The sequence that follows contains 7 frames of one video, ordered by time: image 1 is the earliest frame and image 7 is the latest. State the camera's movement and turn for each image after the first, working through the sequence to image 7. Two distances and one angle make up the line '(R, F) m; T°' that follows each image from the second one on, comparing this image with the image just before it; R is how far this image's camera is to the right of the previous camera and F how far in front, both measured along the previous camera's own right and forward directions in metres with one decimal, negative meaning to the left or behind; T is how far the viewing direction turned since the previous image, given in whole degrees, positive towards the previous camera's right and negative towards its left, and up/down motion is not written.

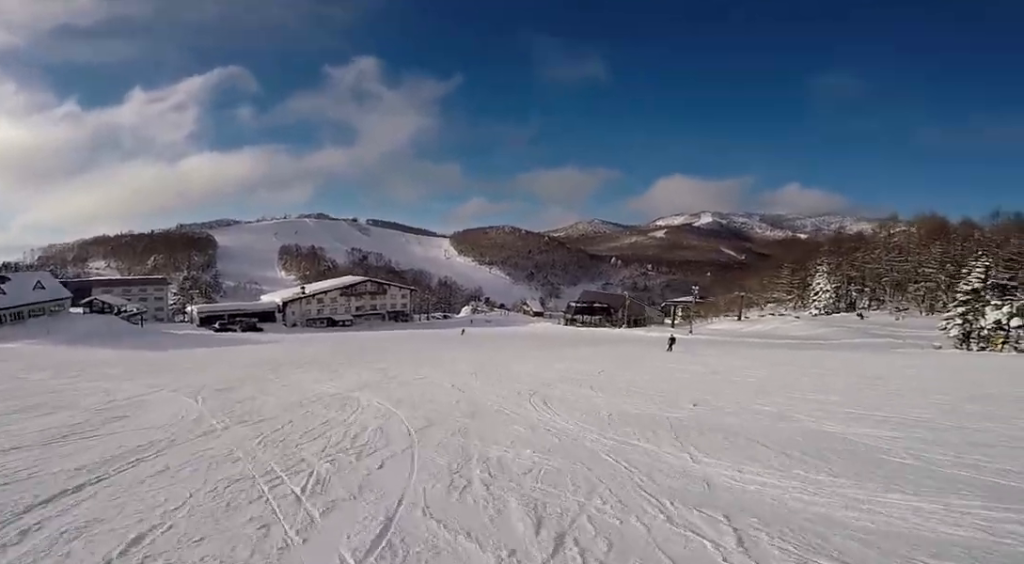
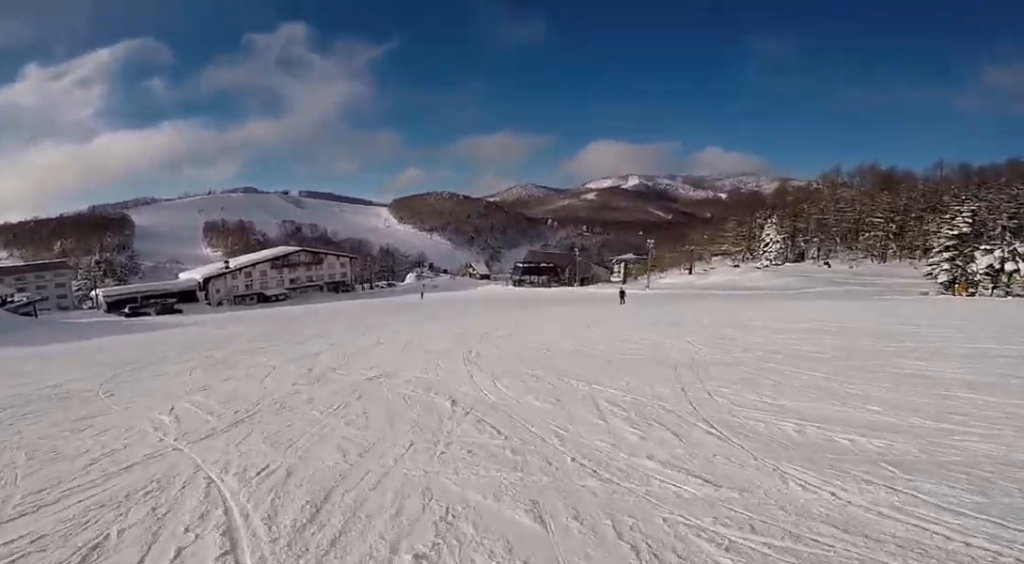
(+0.7, +8.6) m; -2°
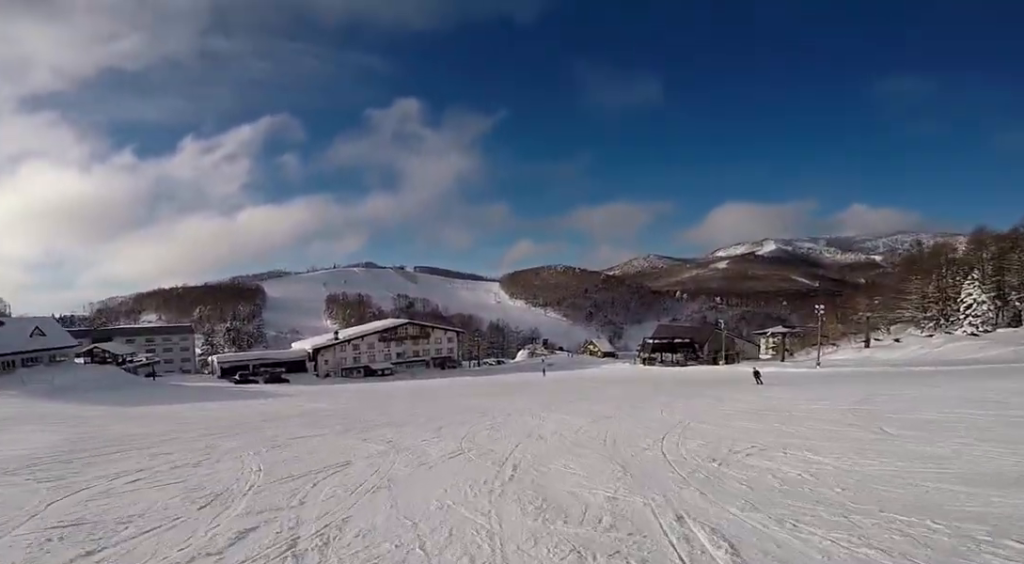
(-0.2, +7.9) m; -1°
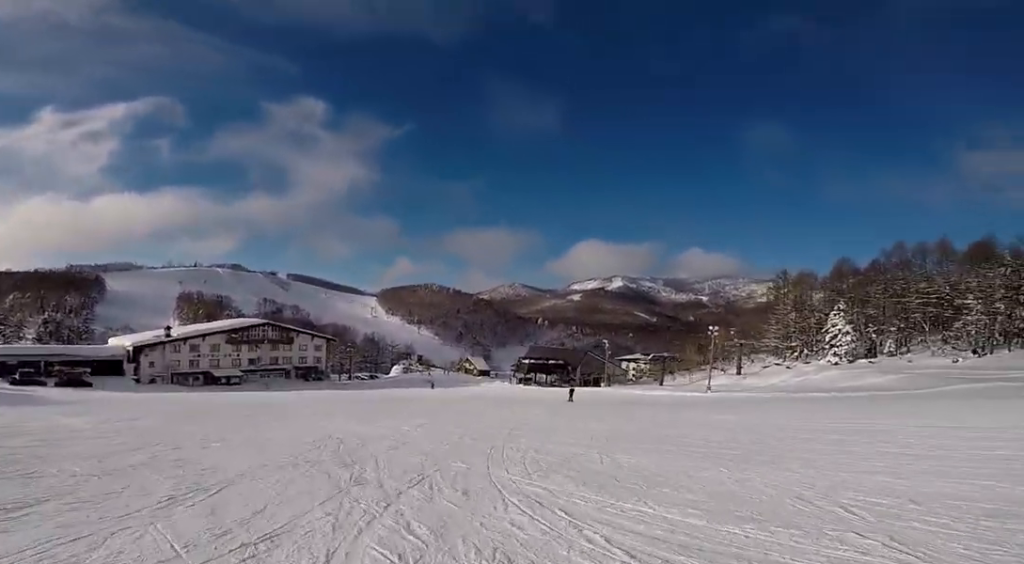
(+0.1, +14.6) m; +3°
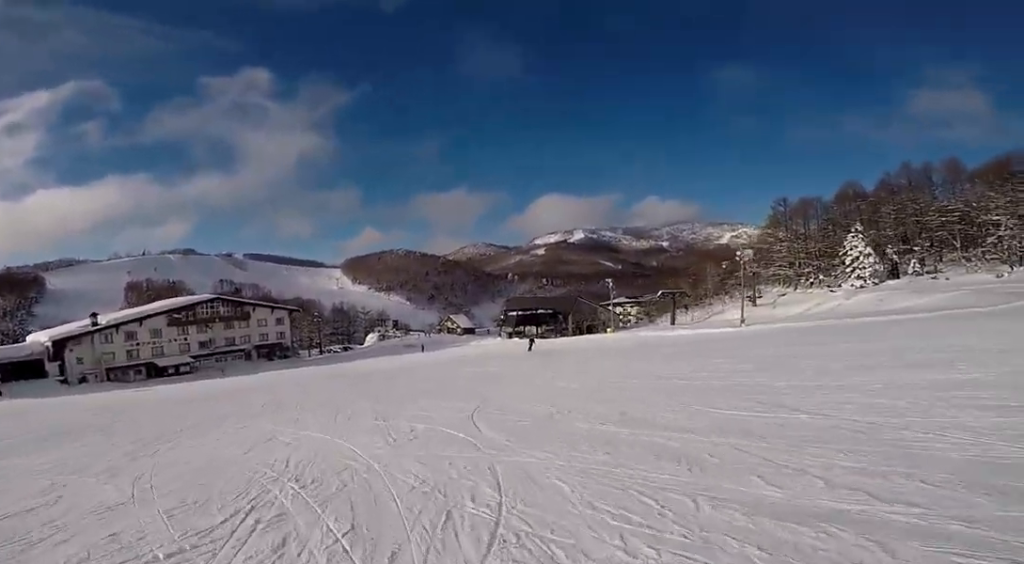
(-0.1, +12.3) m; +1°
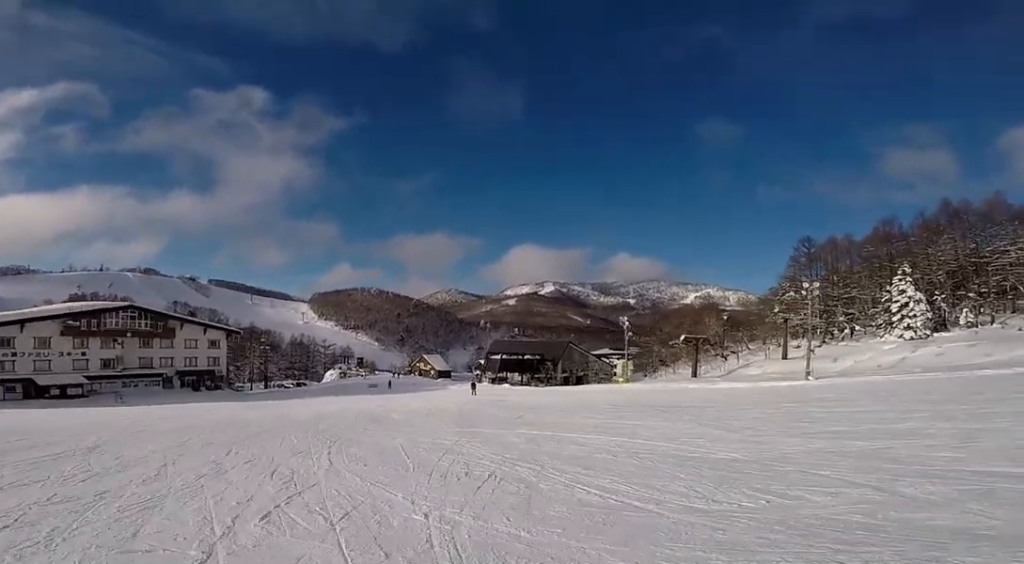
(+1.5, +16.1) m; +12°
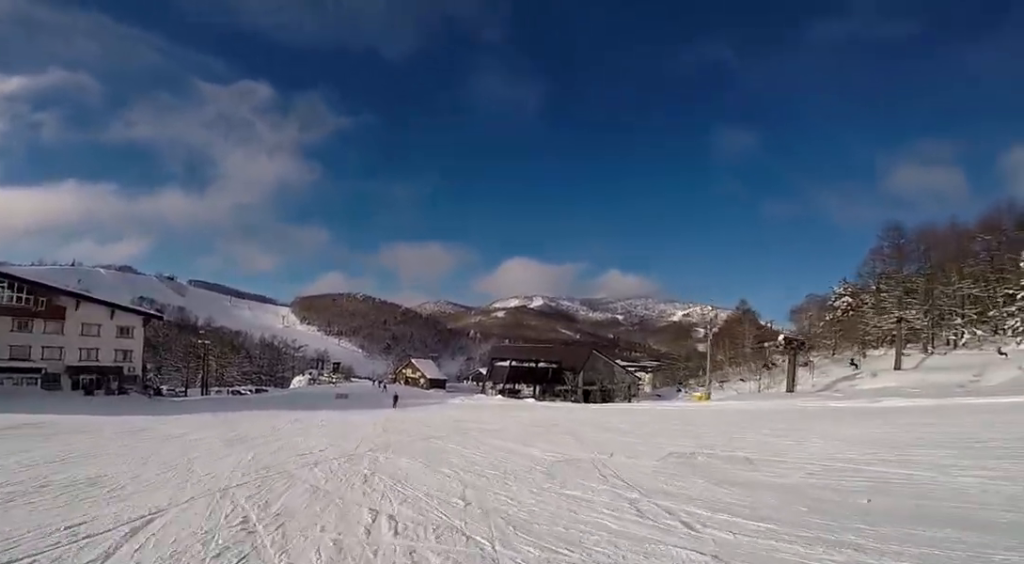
(+1.4, +21.0) m; +3°
